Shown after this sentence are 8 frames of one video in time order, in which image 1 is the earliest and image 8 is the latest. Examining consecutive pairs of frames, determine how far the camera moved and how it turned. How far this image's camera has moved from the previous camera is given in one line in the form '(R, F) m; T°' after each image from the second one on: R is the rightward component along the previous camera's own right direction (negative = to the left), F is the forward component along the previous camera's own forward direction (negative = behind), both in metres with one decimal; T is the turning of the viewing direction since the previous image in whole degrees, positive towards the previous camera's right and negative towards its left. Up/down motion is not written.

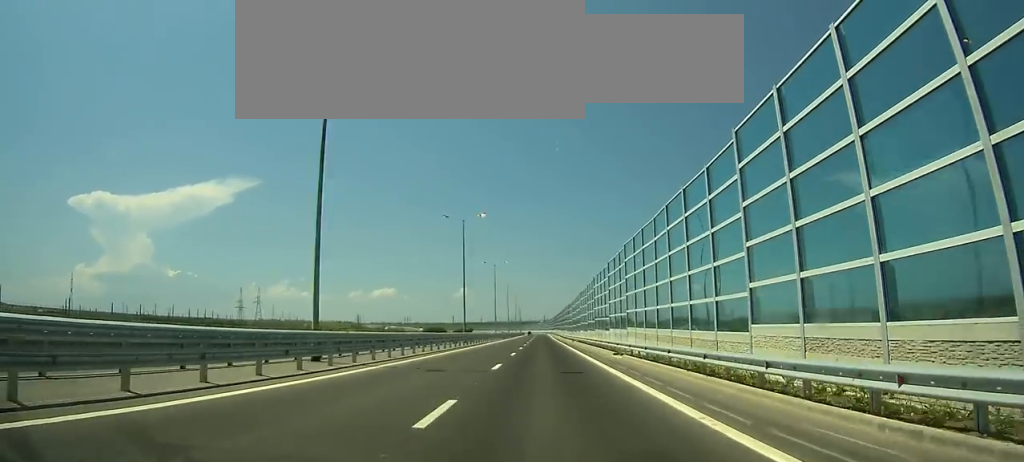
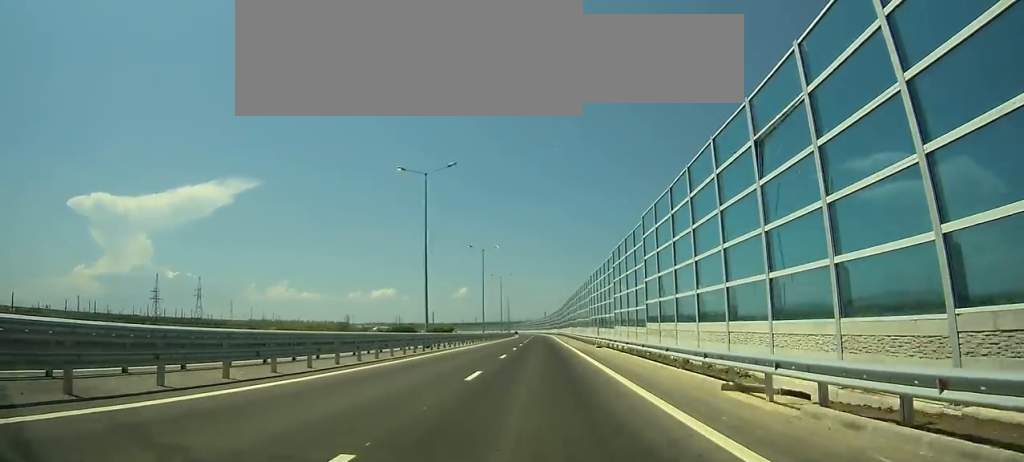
(0.0, +100.5) m; -1°
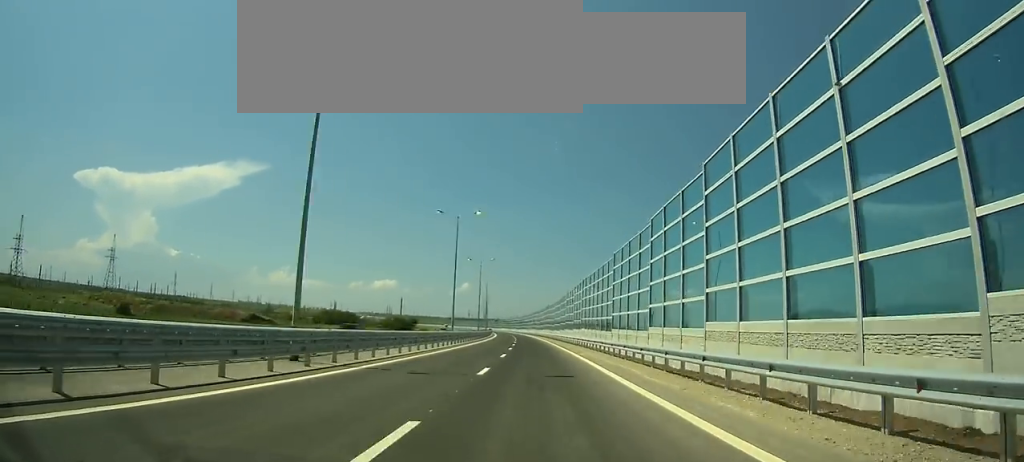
(-1.0, +105.4) m; -1°
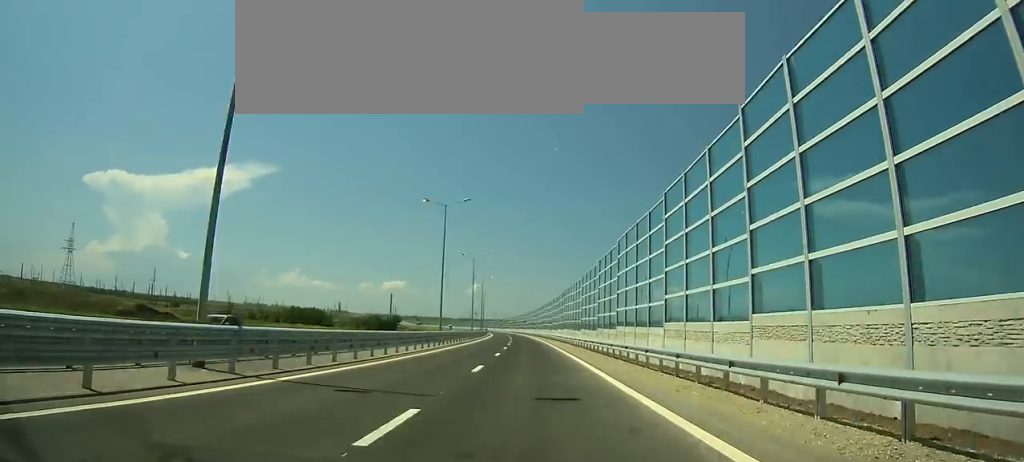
(+0.2, +46.4) m; -1°
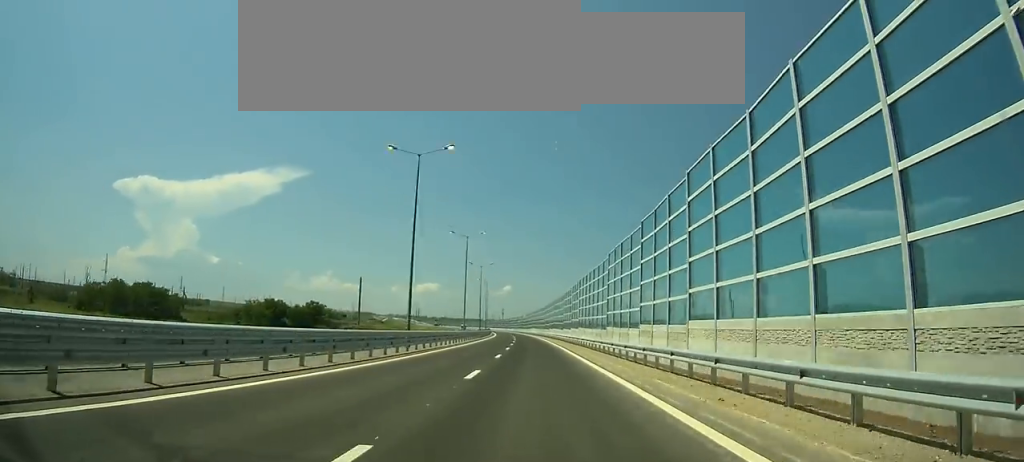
(-1.9, +97.6) m; -2°
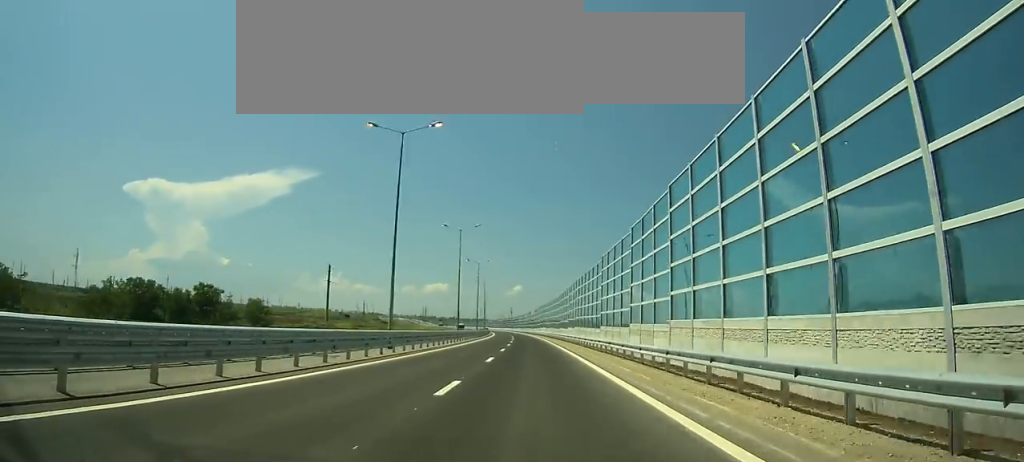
(-0.5, +39.7) m; -1°
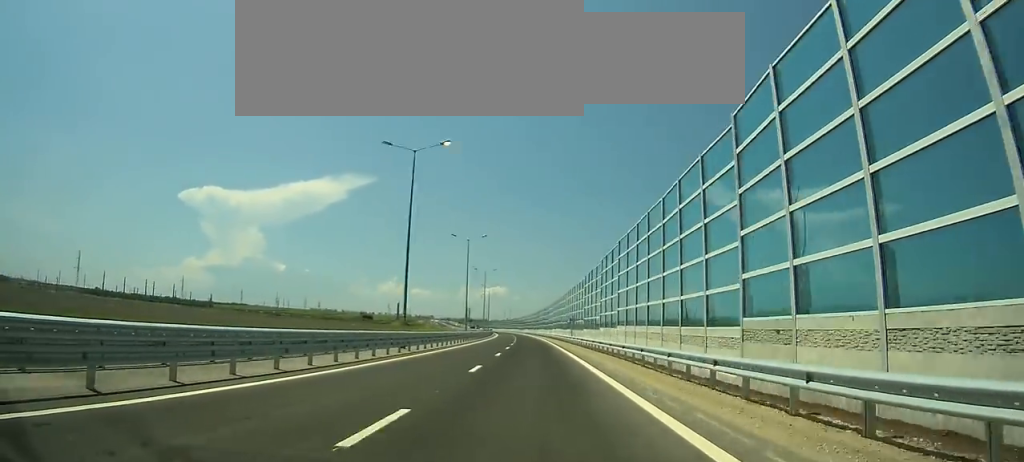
(-10.1, +184.1) m; -6°
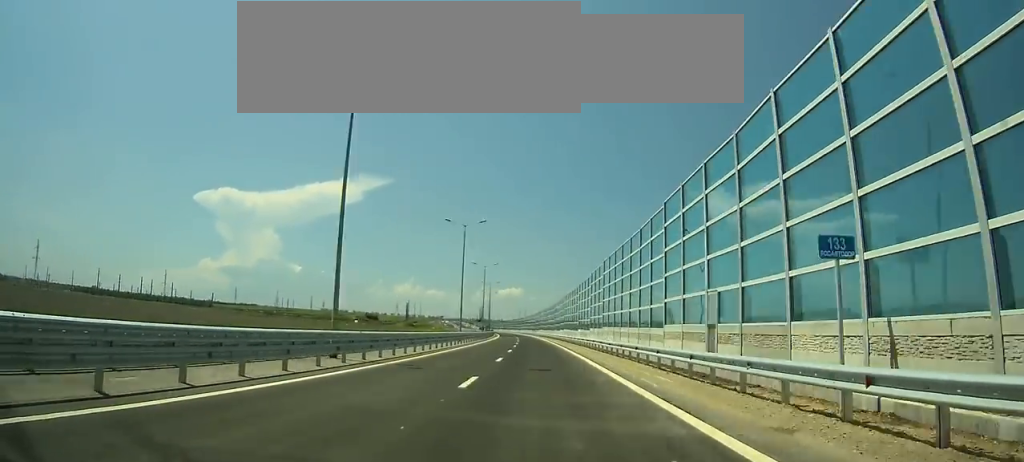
(-1.0, +52.6) m; -1°
